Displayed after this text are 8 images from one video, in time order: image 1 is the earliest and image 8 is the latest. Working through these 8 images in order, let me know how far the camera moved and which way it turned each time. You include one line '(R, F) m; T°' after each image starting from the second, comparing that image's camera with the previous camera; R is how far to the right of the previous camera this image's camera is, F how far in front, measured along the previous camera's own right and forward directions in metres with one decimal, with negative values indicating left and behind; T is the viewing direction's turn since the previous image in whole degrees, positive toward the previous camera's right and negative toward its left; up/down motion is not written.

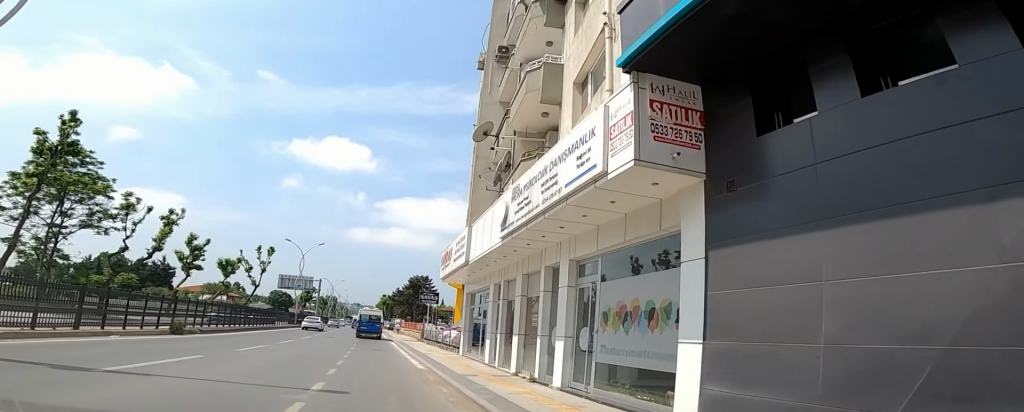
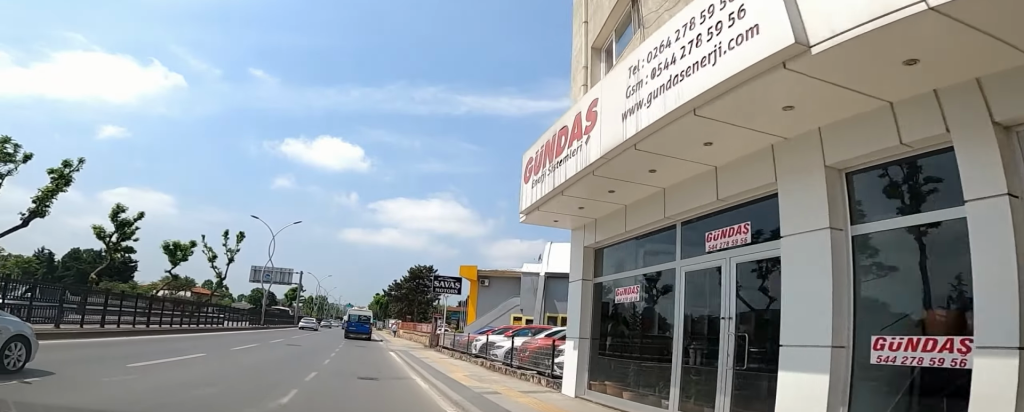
(-0.8, +13.6) m; -3°
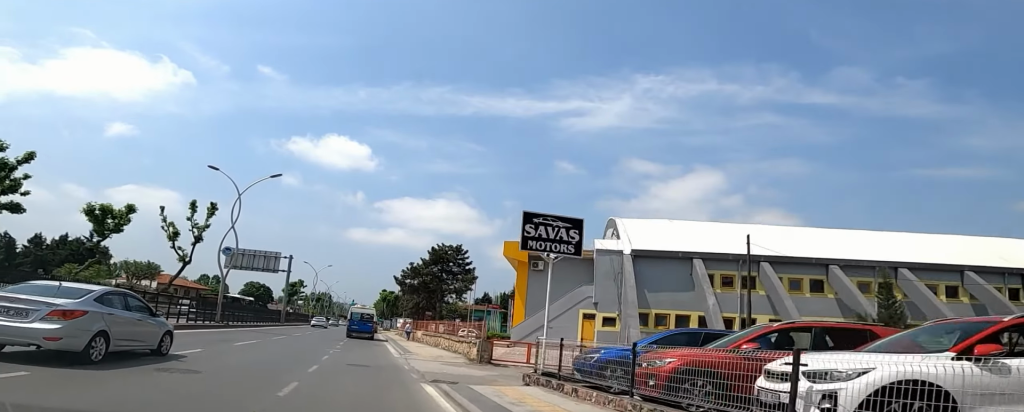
(0.0, +16.4) m; 0°
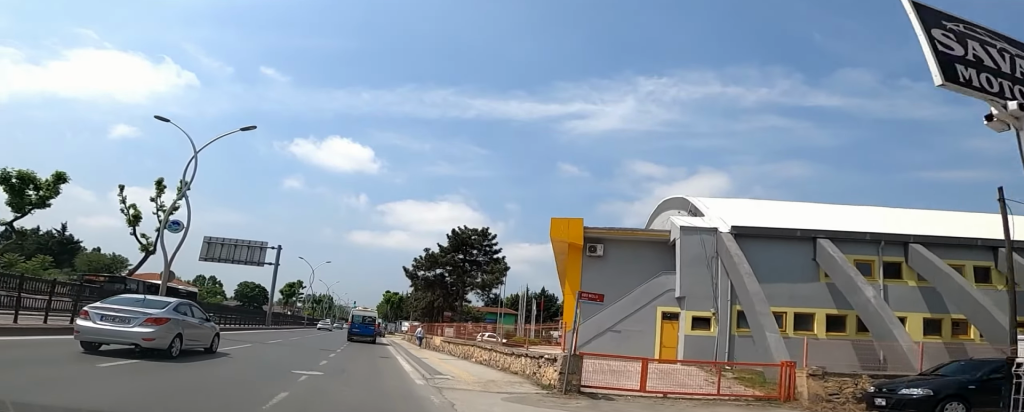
(0.0, +10.6) m; 0°
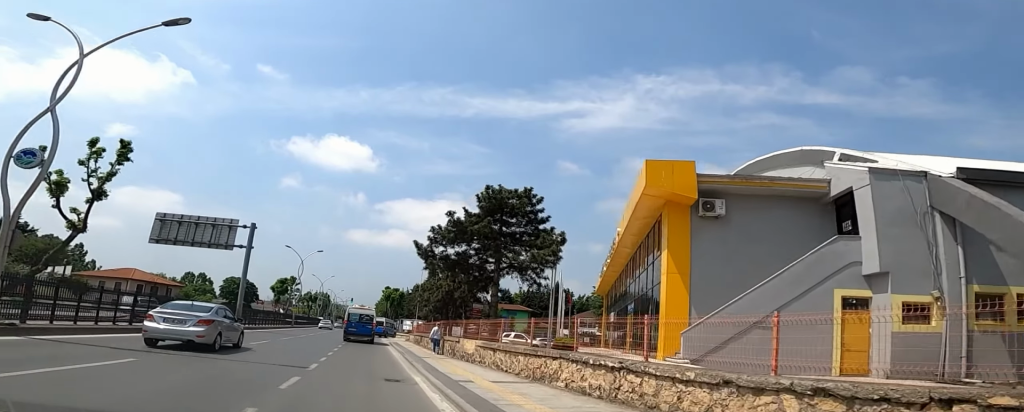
(0.0, +12.1) m; 0°
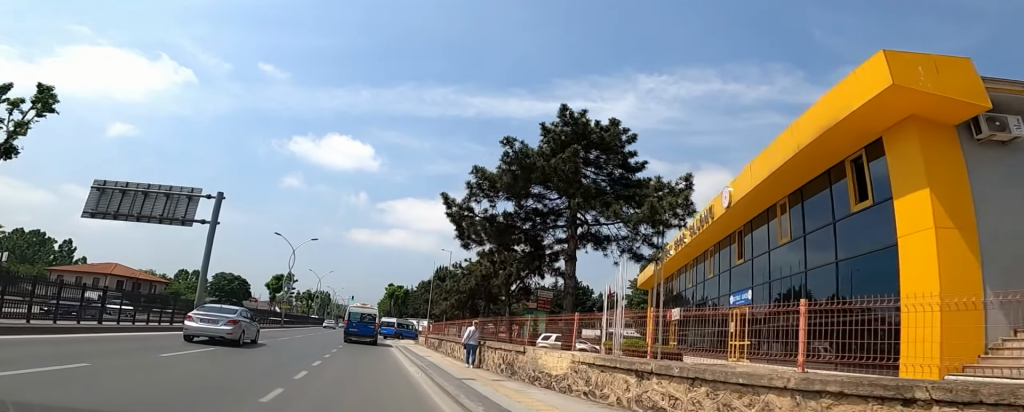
(0.0, +11.9) m; 0°
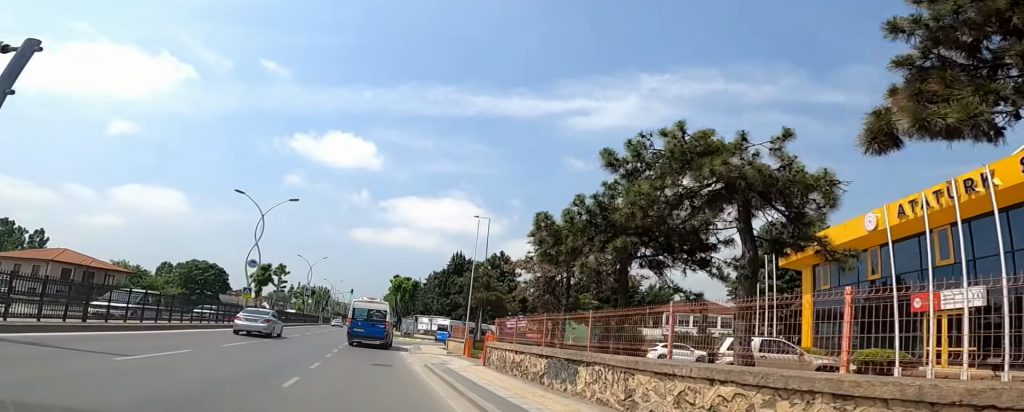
(0.0, +24.8) m; +1°
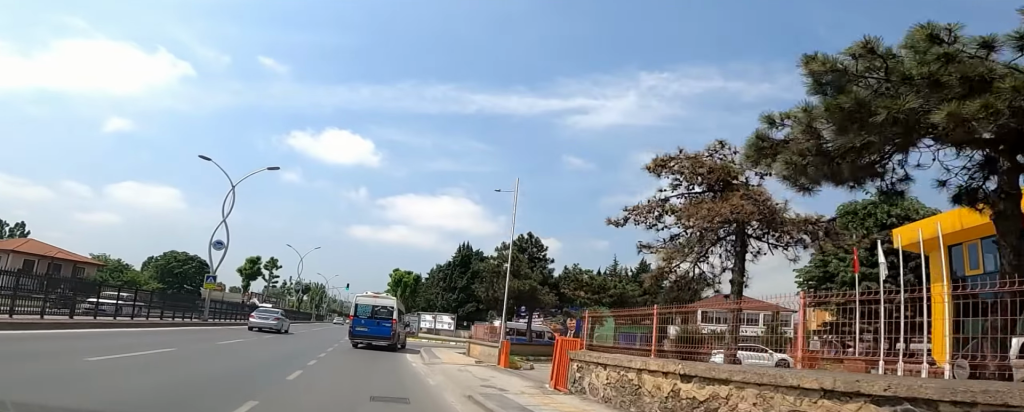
(-0.1, +11.7) m; +2°
